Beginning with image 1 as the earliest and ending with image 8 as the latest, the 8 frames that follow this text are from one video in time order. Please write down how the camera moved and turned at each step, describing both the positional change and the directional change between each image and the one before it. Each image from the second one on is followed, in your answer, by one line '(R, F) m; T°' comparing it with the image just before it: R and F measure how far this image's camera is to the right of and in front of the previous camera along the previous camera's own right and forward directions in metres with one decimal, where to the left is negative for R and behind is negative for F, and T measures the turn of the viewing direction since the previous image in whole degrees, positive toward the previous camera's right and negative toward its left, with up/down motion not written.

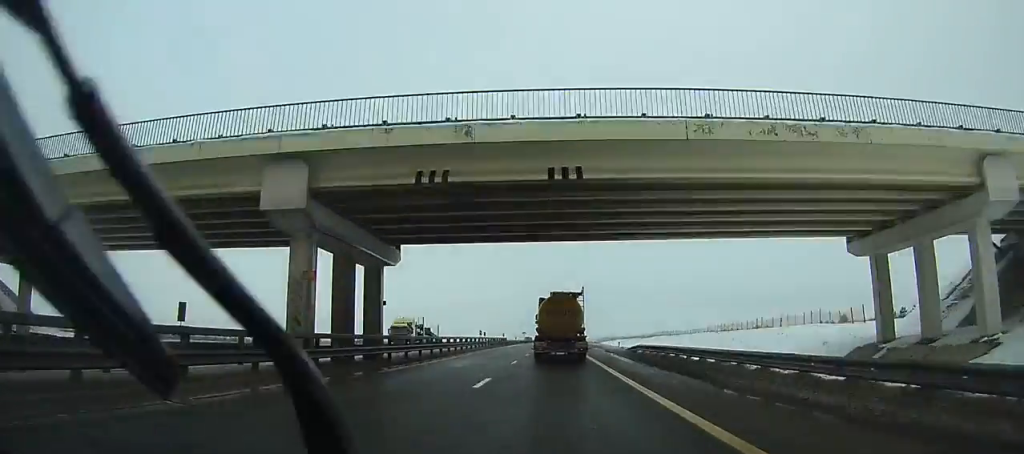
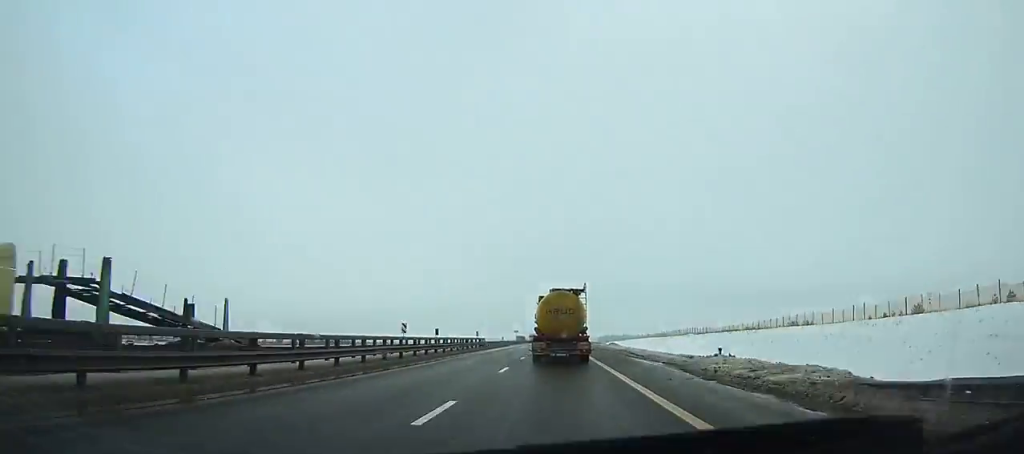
(+0.2, +30.0) m; 0°
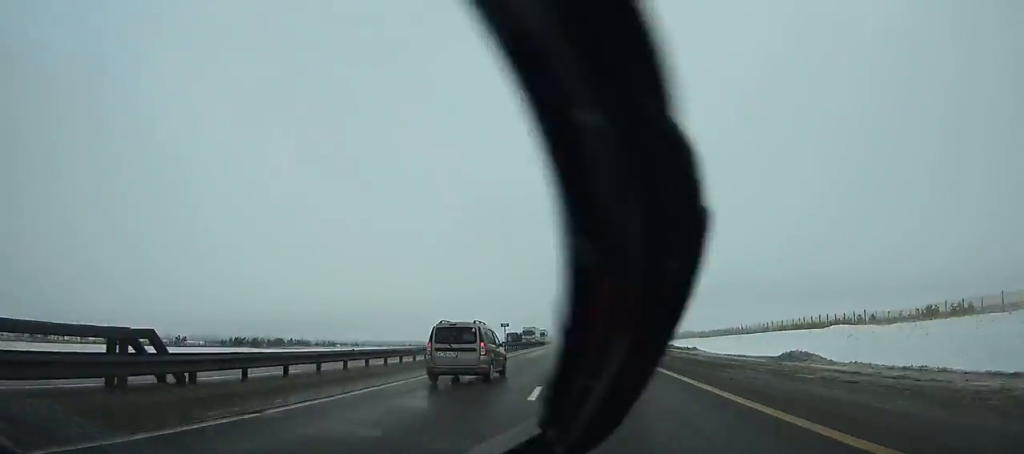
(-0.6, +58.2) m; 0°
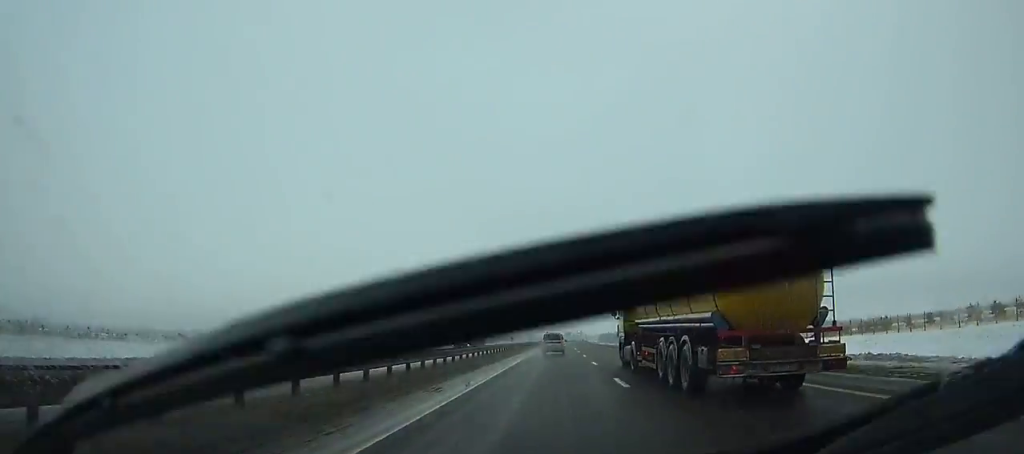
(+0.6, +93.9) m; +1°
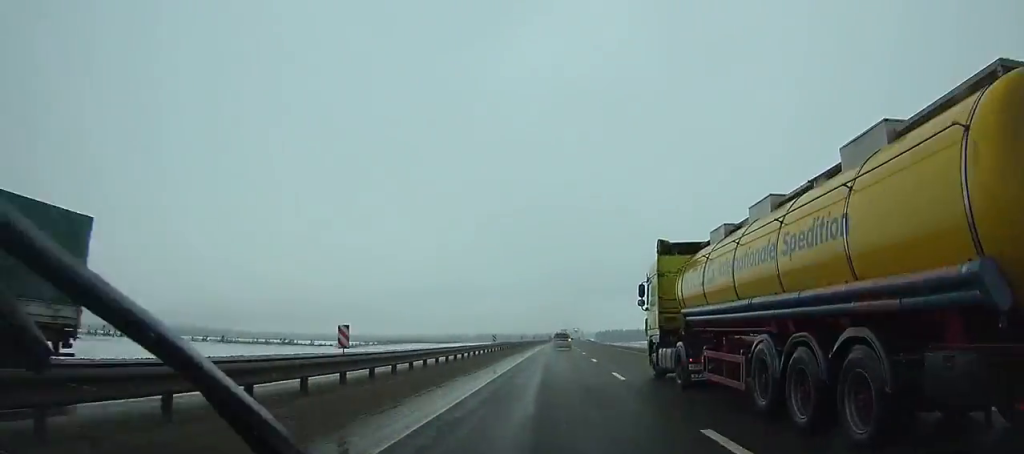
(+0.5, +46.1) m; +1°
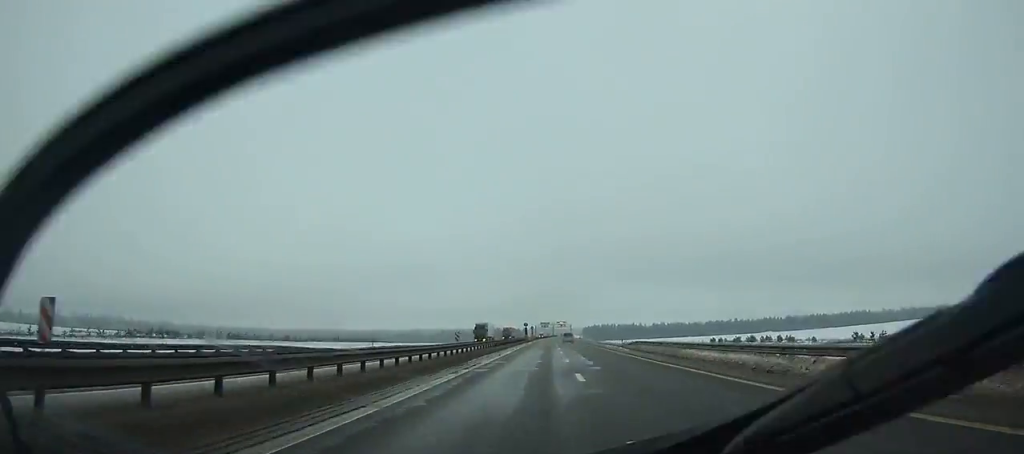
(+3.4, +155.3) m; +2°
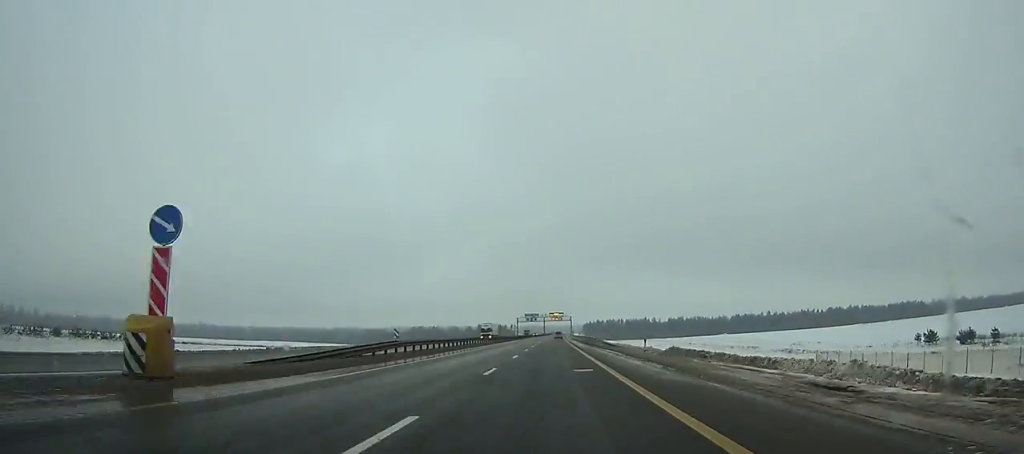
(+0.9, +155.6) m; 0°
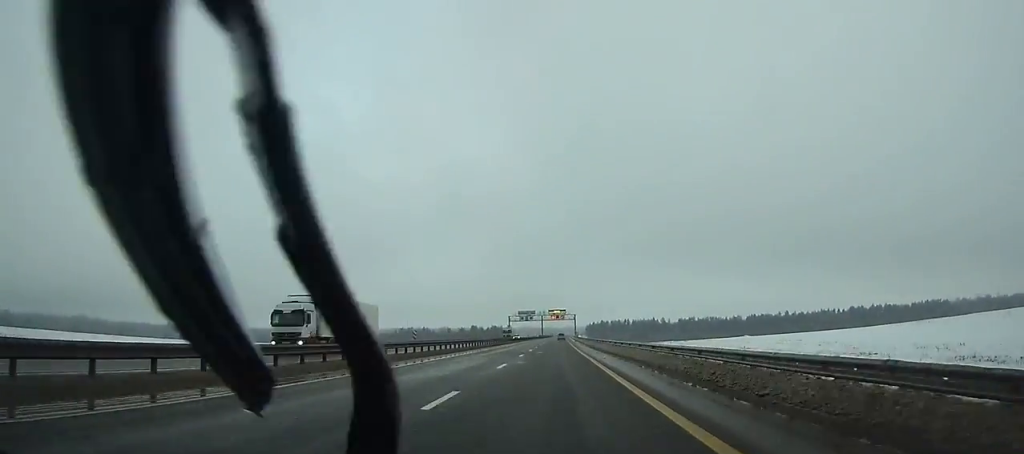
(-0.2, +56.5) m; 0°
